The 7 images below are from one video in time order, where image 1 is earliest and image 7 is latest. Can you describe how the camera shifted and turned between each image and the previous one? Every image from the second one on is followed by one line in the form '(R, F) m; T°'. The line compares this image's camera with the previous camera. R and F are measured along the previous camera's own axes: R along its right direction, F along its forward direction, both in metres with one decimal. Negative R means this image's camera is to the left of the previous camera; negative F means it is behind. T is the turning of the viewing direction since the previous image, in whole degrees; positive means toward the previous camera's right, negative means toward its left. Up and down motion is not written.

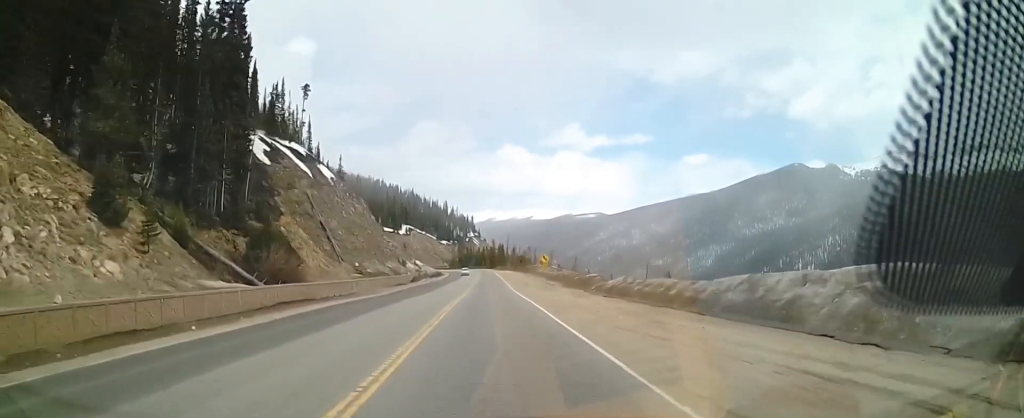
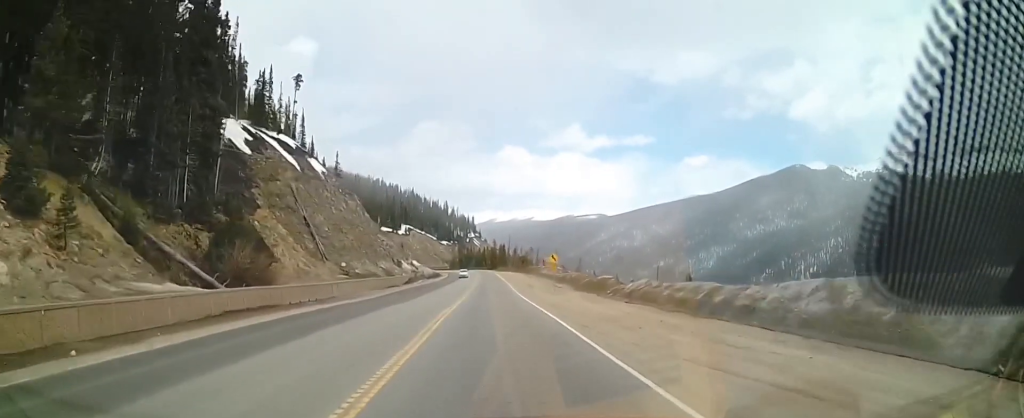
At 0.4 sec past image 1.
(-0.3, +7.8) m; 0°
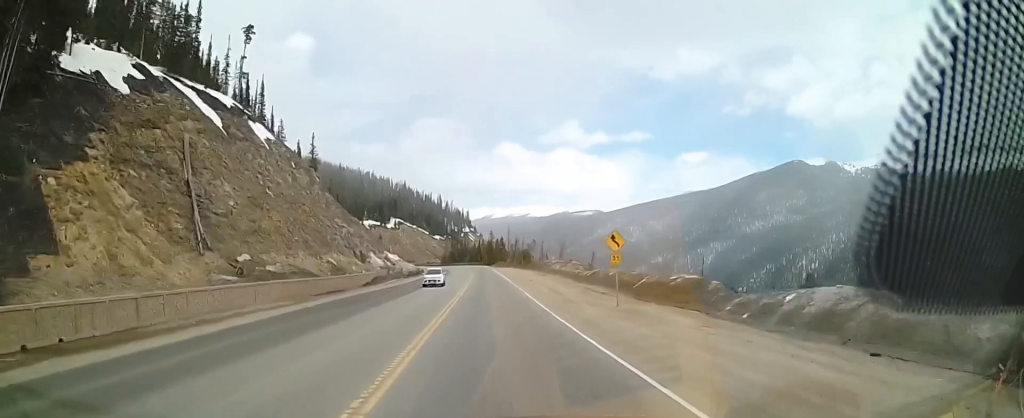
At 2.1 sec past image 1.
(+0.5, +29.5) m; +1°
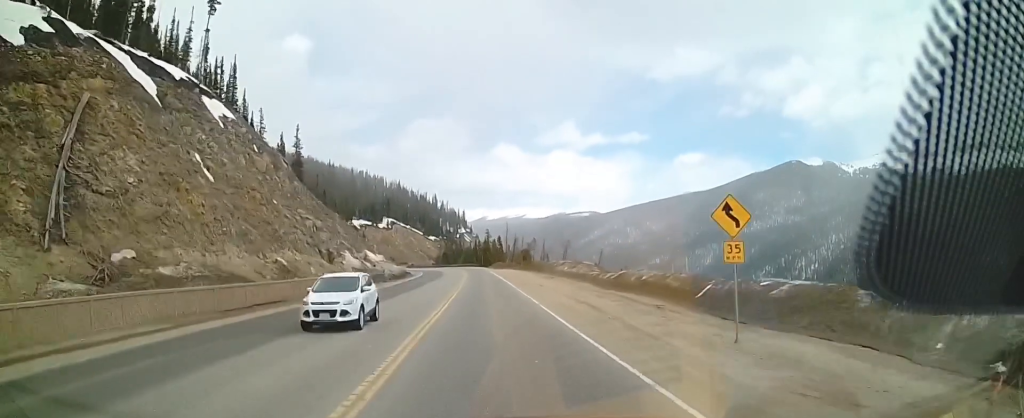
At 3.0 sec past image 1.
(-0.2, +15.0) m; 0°
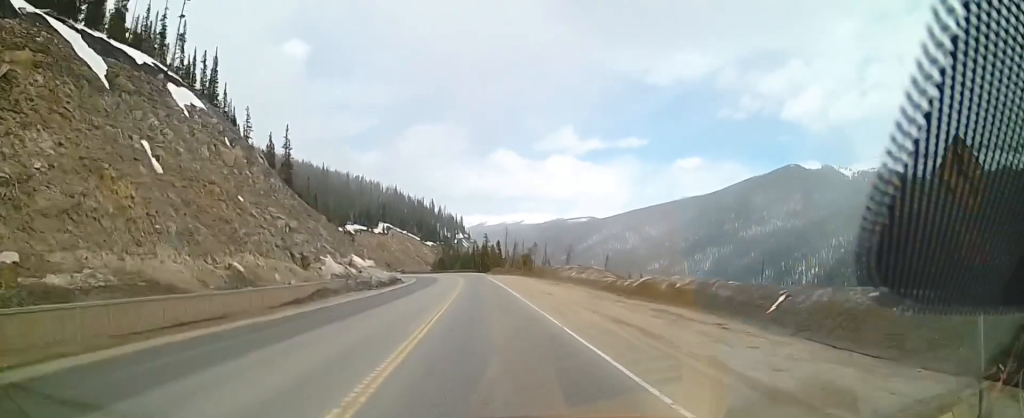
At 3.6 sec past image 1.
(-0.1, +8.8) m; +1°
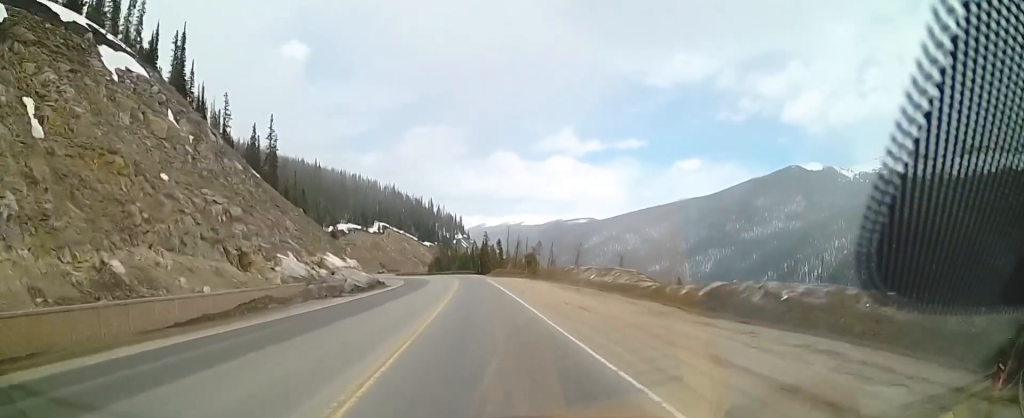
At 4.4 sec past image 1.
(+0.3, +14.5) m; 0°
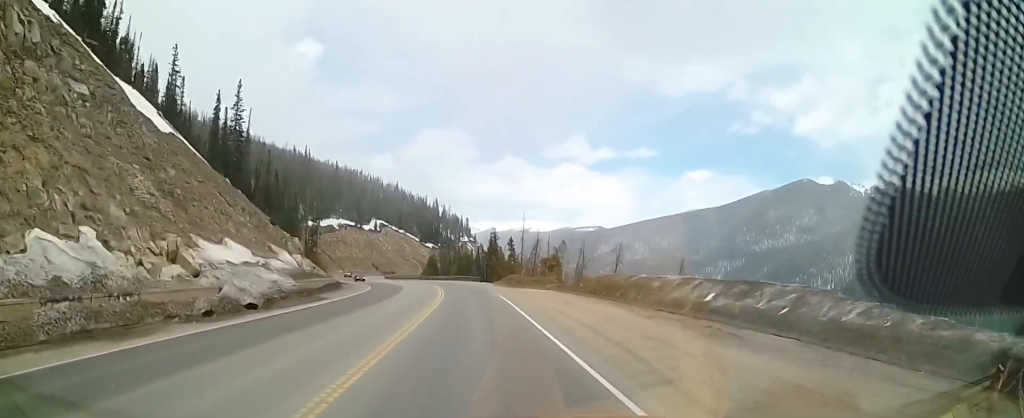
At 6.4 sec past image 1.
(-1.2, +33.0) m; -3°
